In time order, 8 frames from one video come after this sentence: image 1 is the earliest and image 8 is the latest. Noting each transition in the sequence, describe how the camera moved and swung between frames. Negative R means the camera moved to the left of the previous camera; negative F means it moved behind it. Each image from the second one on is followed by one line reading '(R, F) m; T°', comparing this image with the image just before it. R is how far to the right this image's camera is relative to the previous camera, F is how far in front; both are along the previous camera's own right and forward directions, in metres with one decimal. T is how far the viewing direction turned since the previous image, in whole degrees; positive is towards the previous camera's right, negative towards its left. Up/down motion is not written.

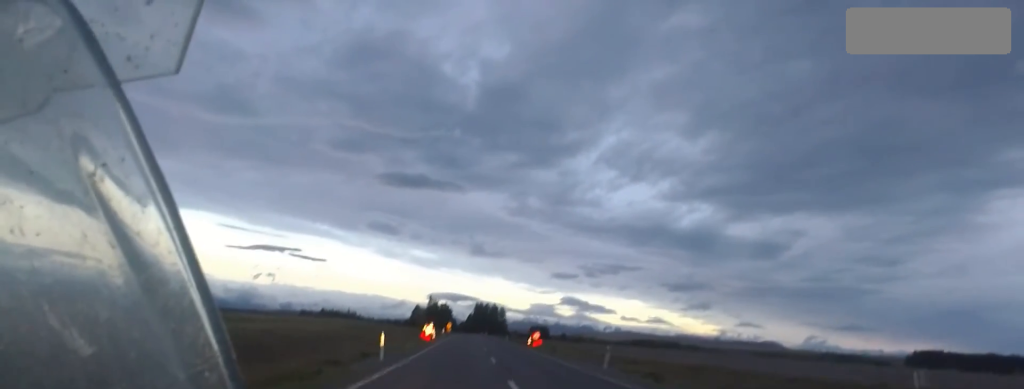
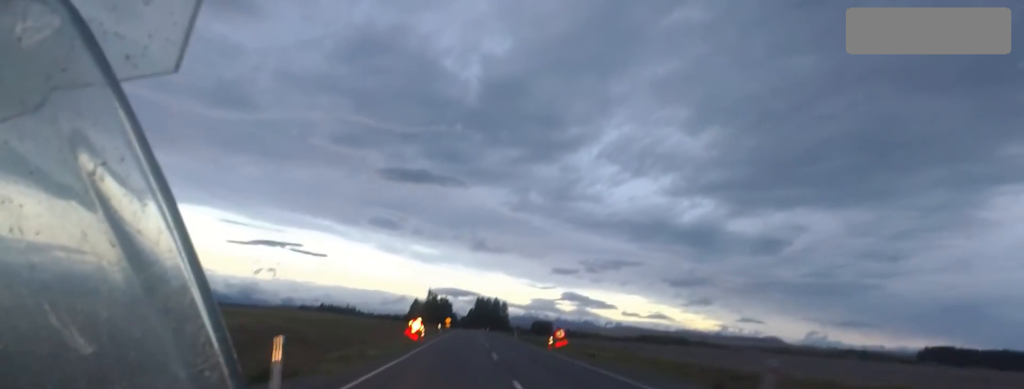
(+0.4, +10.8) m; 0°
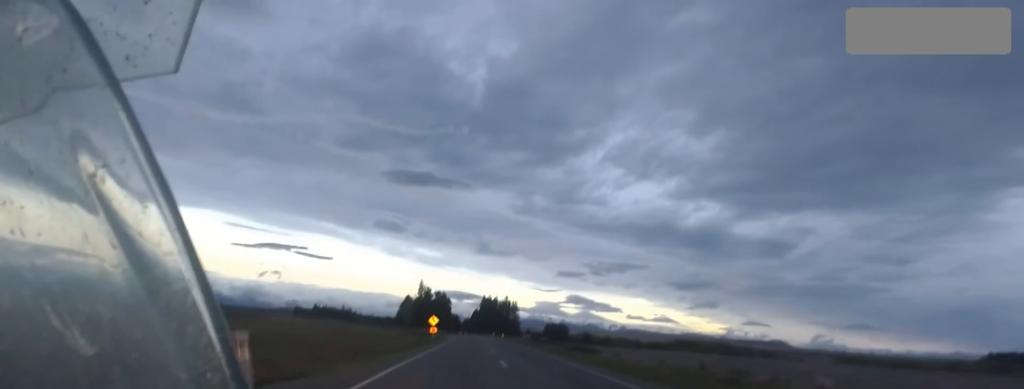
(-1.6, +51.7) m; -3°
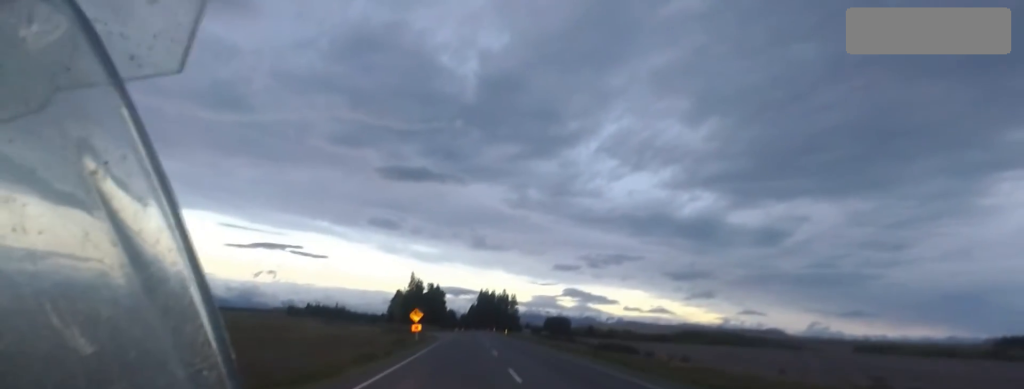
(-0.2, +15.4) m; 0°
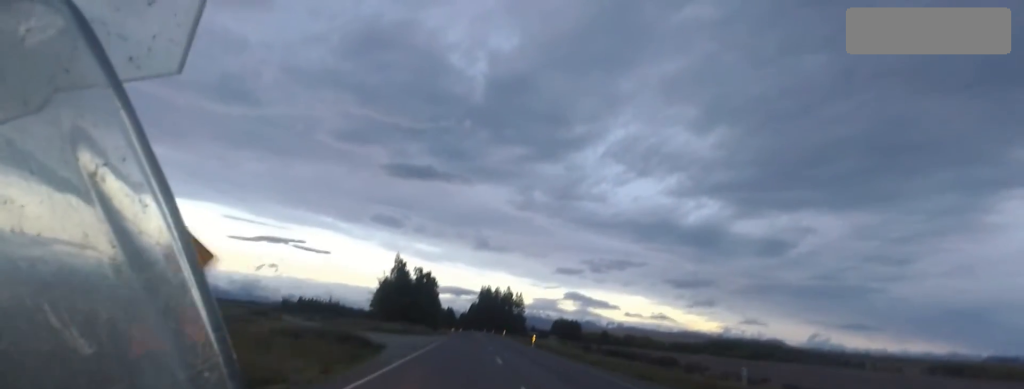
(+0.7, +33.9) m; +2°
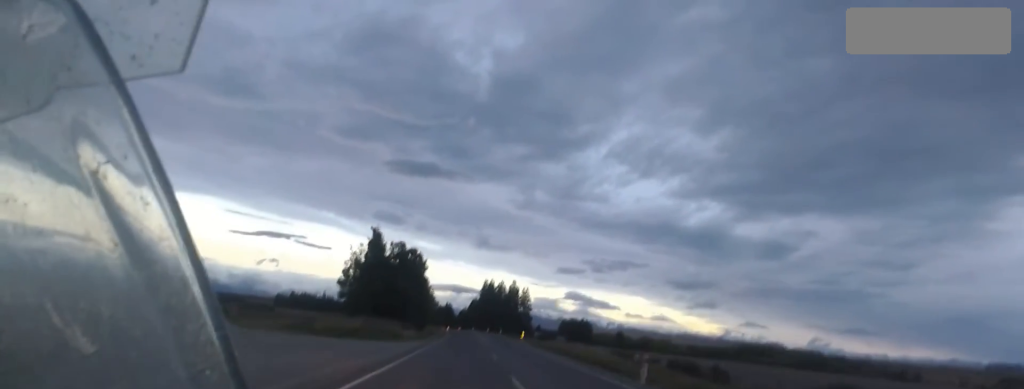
(0.0, +27.8) m; -2°
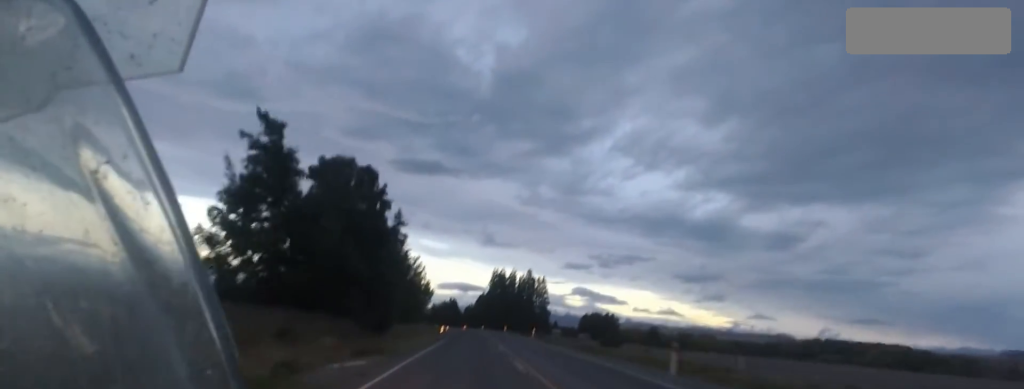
(-1.2, +36.3) m; -2°
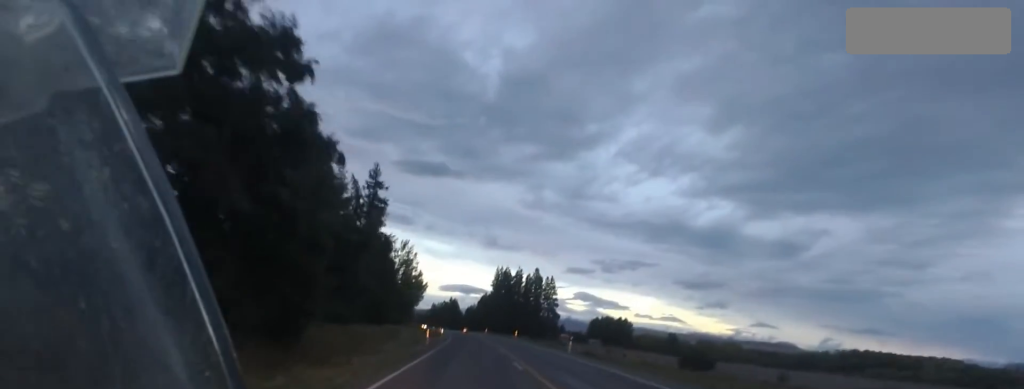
(+0.3, +17.3) m; 0°
